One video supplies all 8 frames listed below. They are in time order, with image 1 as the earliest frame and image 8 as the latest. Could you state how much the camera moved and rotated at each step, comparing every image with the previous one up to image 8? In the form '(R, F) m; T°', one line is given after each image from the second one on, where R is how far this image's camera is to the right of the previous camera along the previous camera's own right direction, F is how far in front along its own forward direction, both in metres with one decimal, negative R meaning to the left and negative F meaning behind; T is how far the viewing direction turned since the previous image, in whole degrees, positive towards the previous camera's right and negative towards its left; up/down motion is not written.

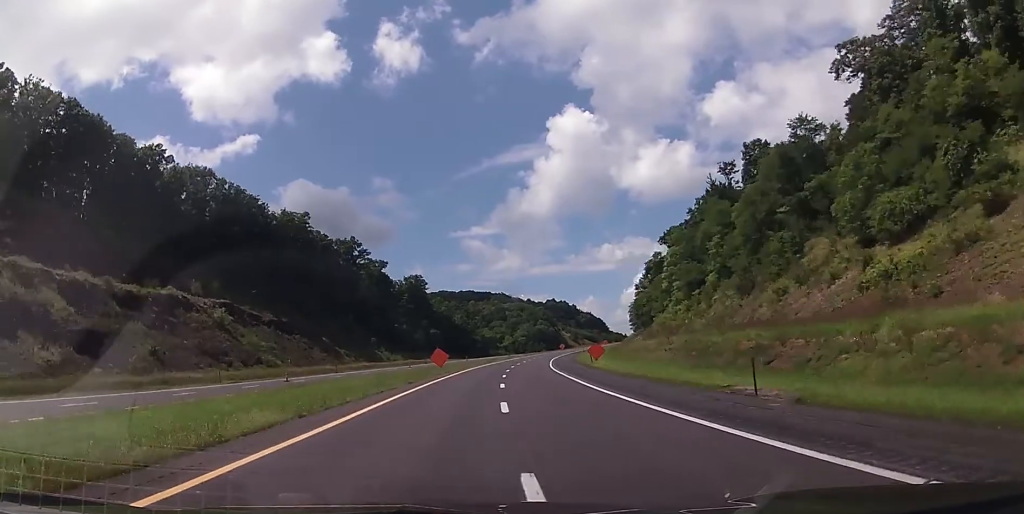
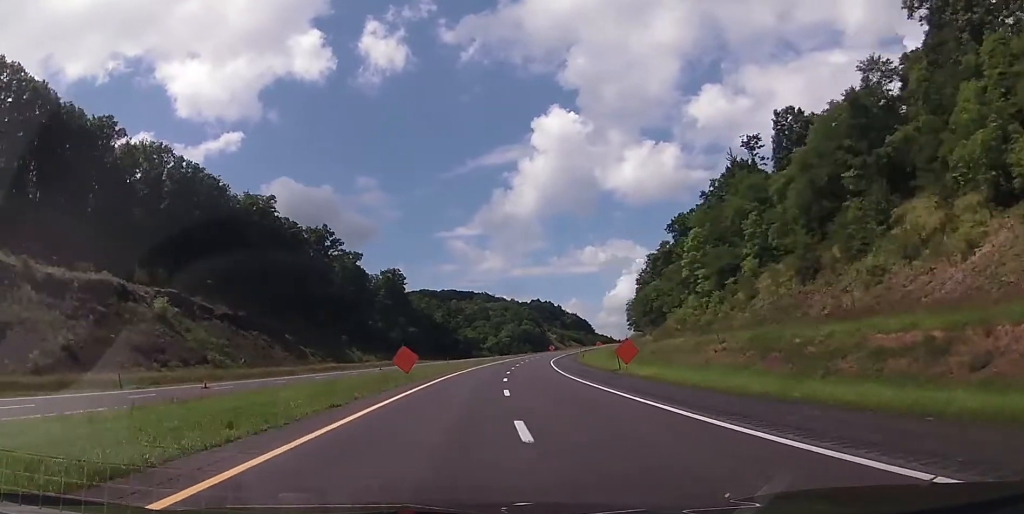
(+0.1, +17.6) m; +1°
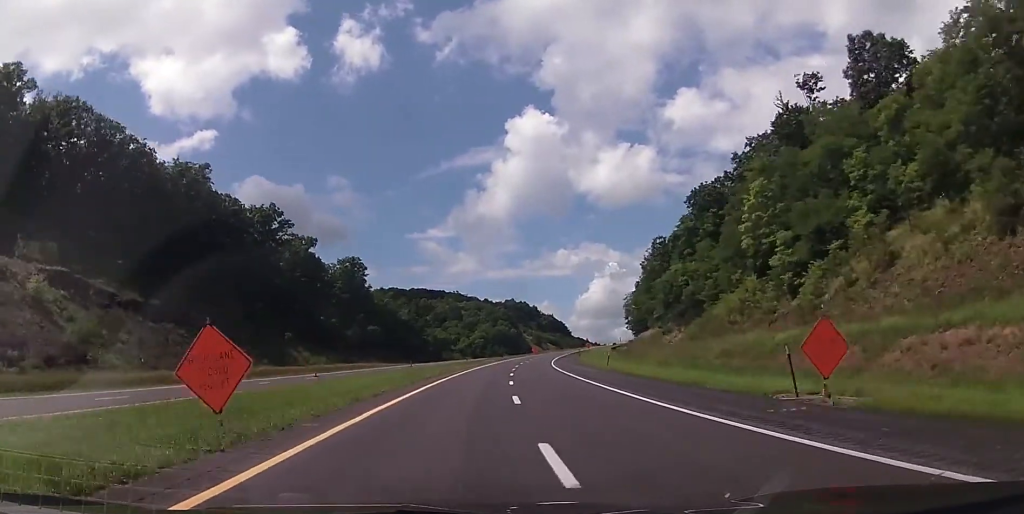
(+0.5, +27.4) m; +3°
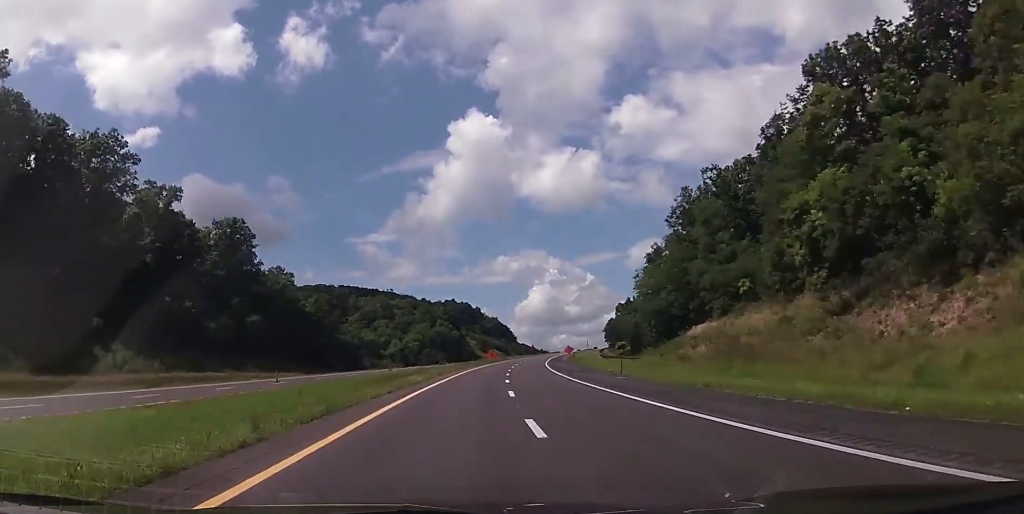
(+2.1, +54.3) m; +4°
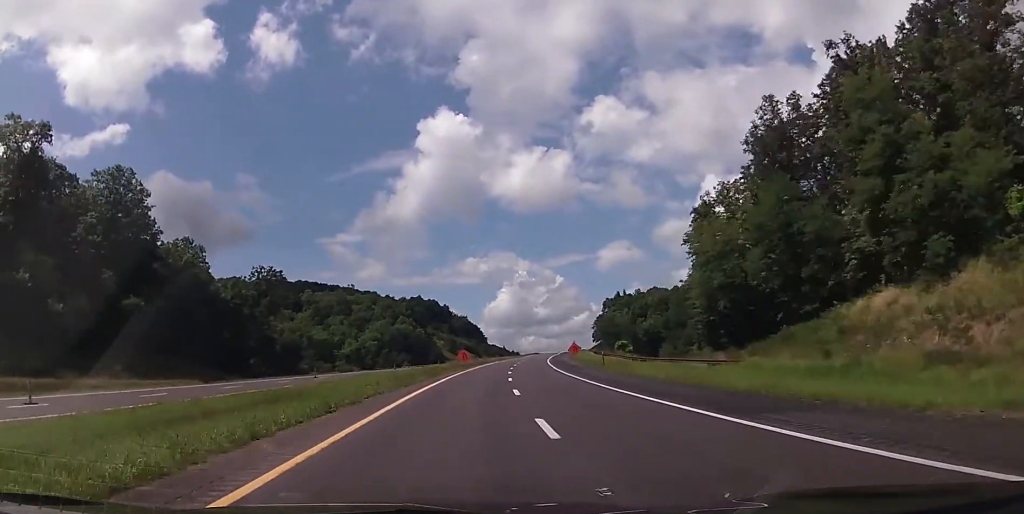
(+1.2, +35.2) m; +4°
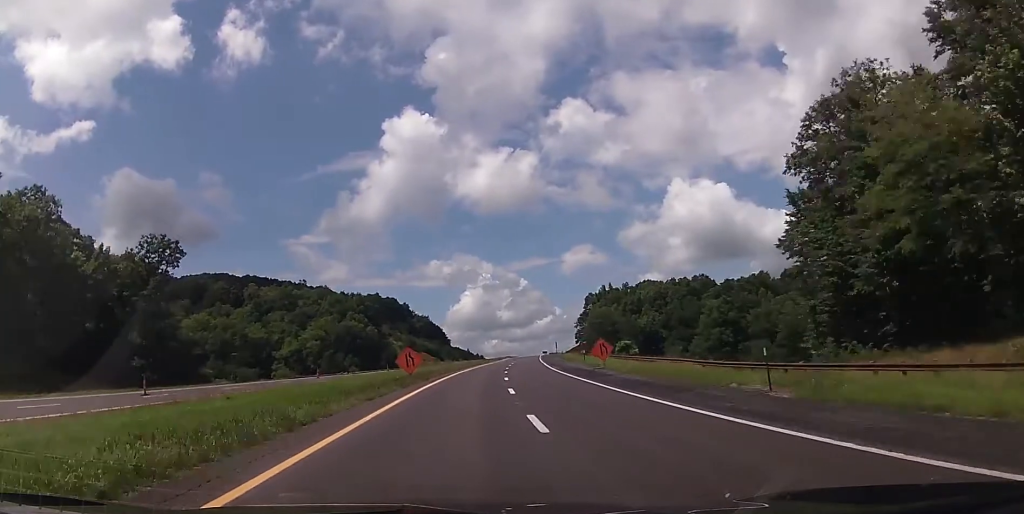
(+0.8, +34.6) m; +3°
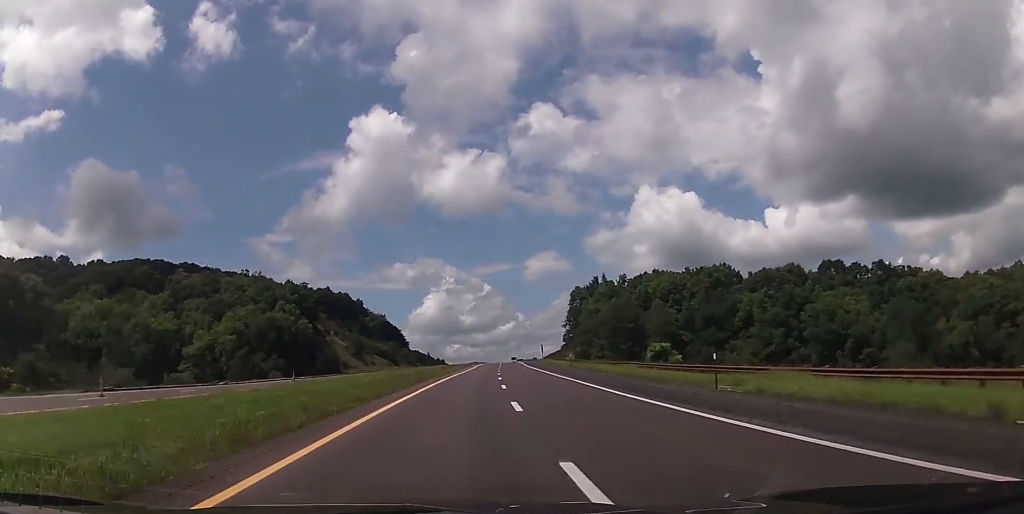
(+1.0, +41.7) m; +3°
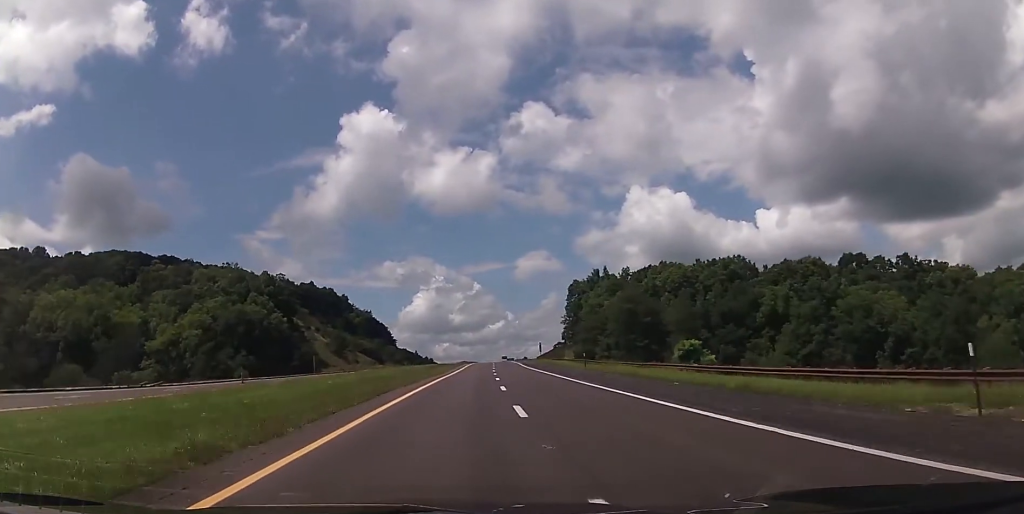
(-0.1, +14.0) m; +1°
